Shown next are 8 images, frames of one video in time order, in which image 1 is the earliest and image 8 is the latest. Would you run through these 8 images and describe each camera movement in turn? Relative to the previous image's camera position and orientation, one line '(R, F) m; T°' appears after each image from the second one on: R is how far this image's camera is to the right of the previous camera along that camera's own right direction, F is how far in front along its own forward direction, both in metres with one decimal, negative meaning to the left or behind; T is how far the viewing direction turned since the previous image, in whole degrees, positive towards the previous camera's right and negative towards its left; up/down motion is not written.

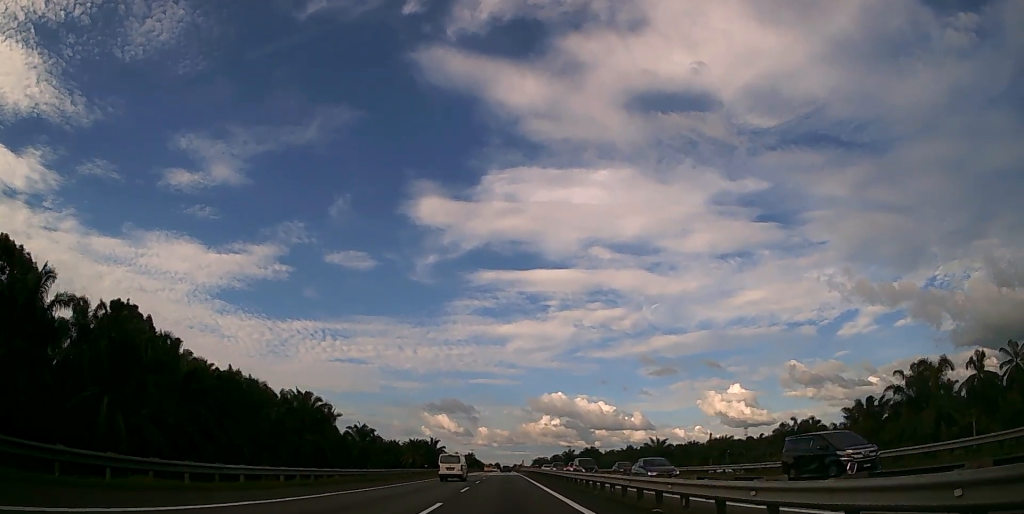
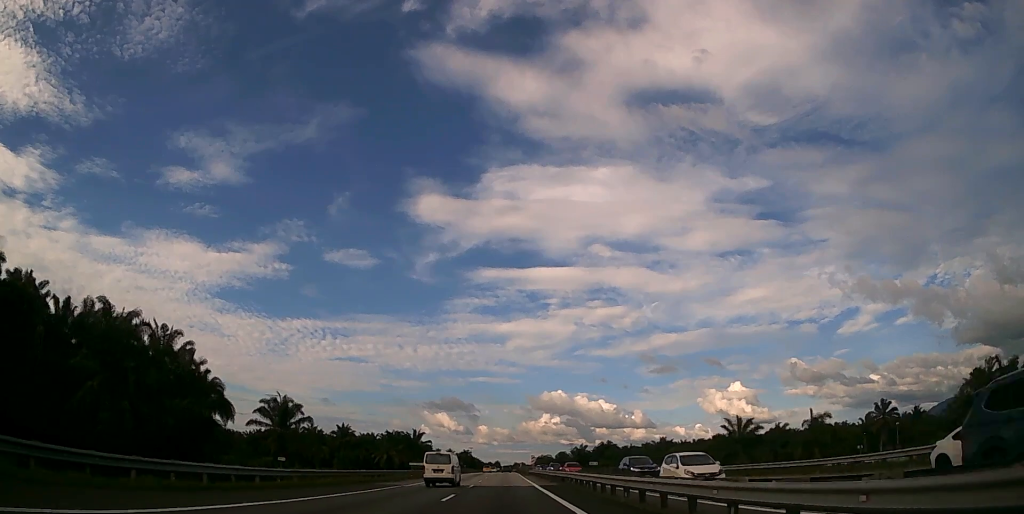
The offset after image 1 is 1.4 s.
(+0.1, +43.0) m; 0°
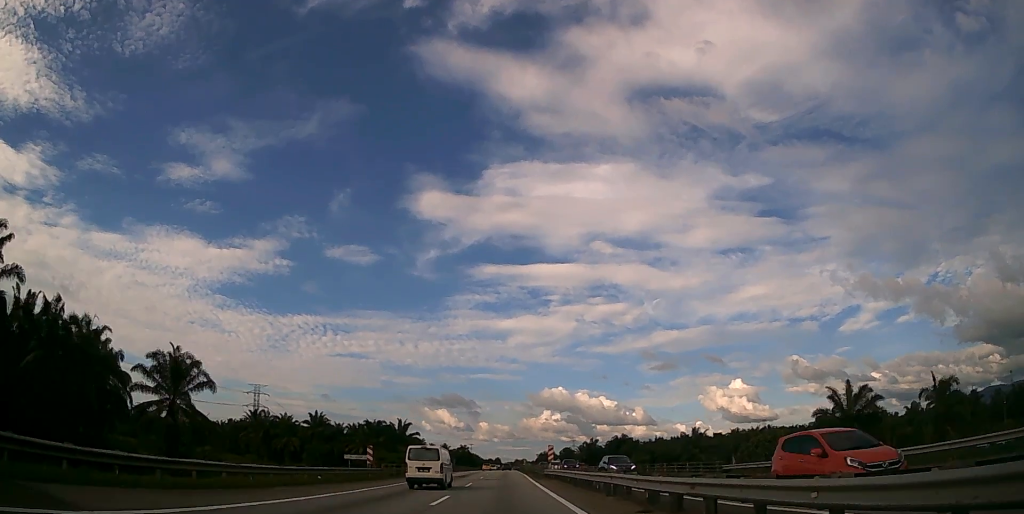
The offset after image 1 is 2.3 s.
(0.0, +27.1) m; 0°
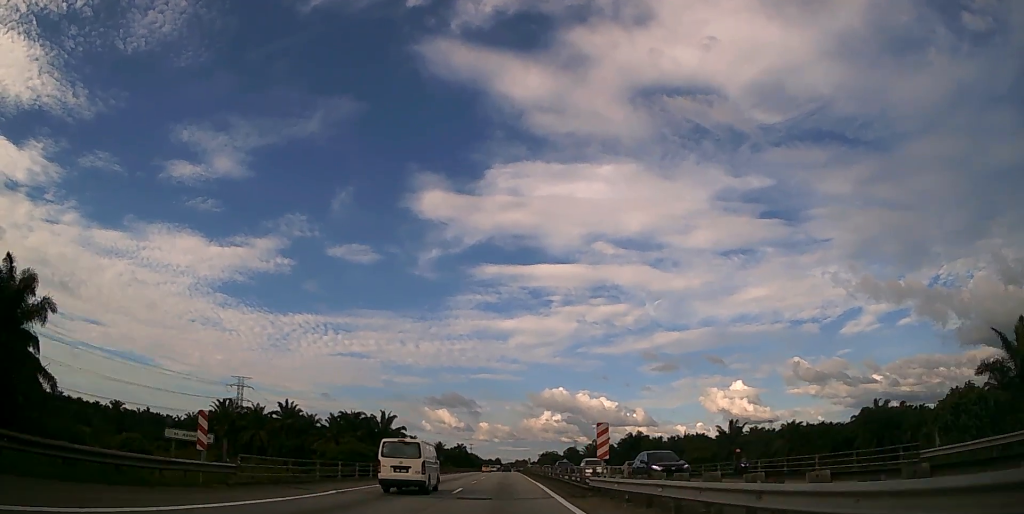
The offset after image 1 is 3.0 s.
(-0.1, +22.4) m; 0°
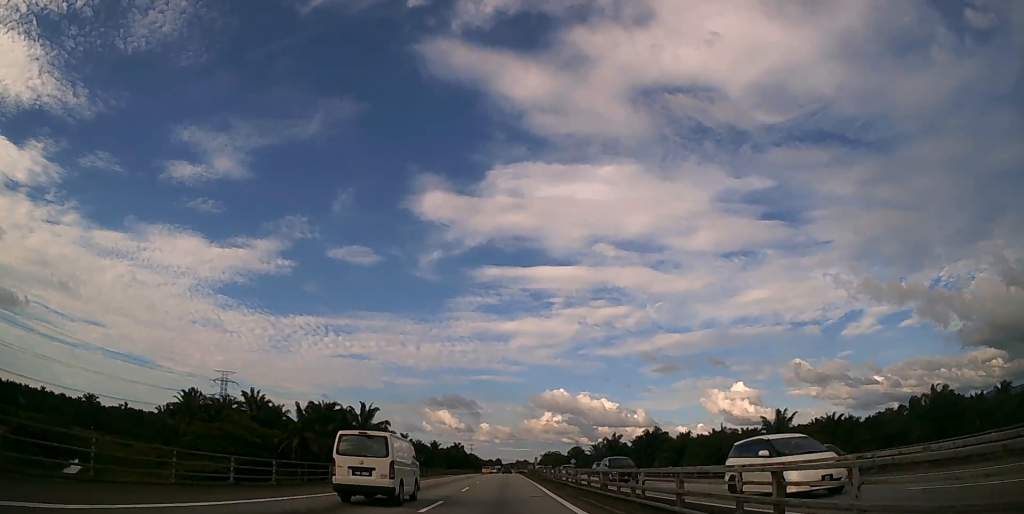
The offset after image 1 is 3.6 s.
(0.0, +20.0) m; 0°
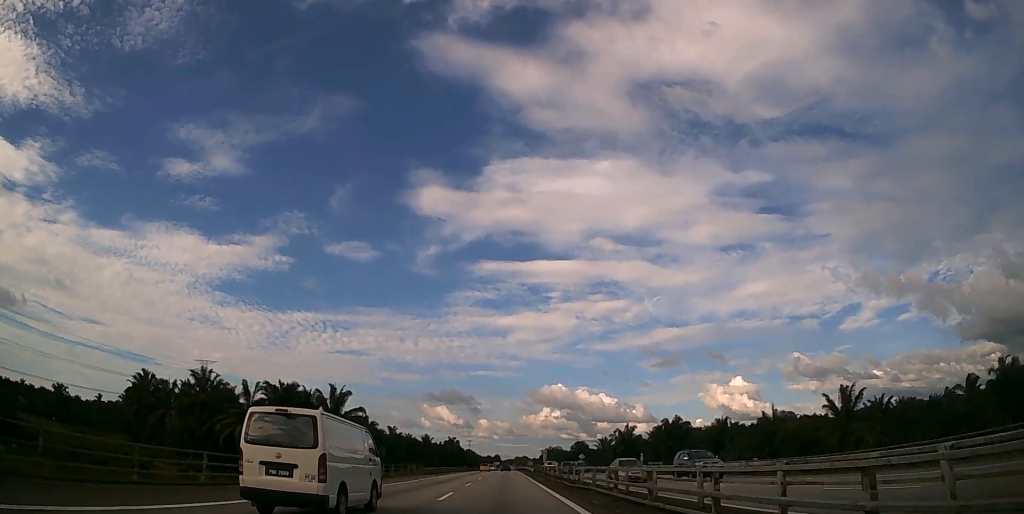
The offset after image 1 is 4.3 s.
(0.0, +20.1) m; 0°
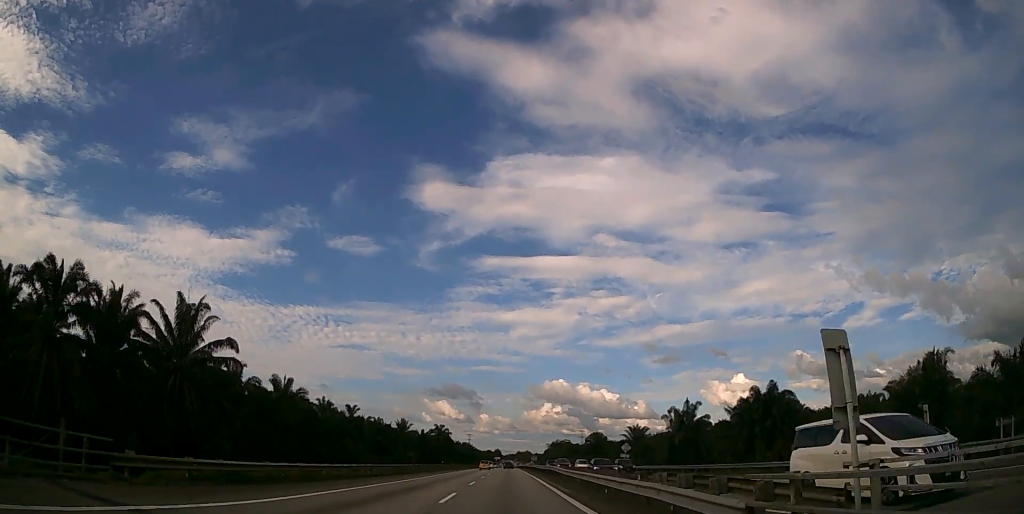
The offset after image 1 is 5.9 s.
(0.0, +50.4) m; 0°
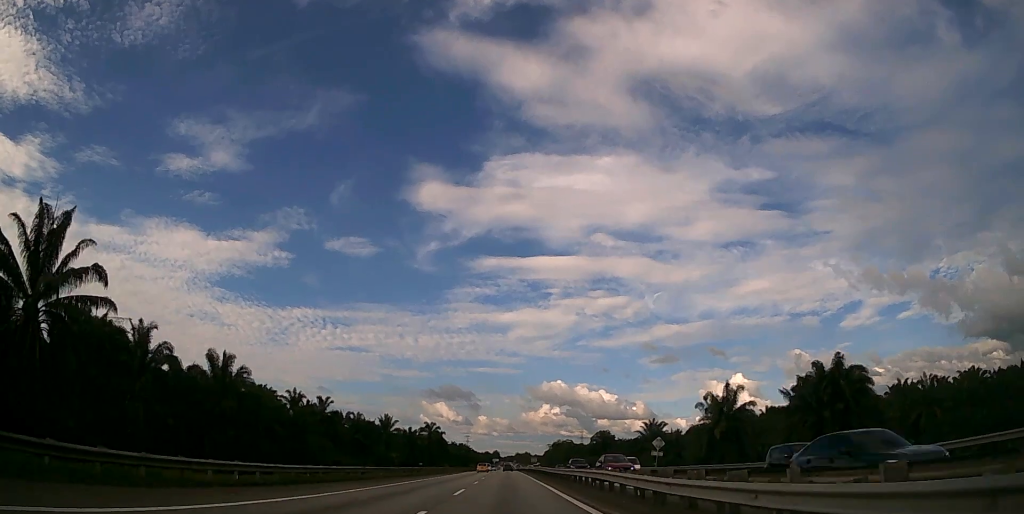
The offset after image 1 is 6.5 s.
(0.0, +20.1) m; 0°
